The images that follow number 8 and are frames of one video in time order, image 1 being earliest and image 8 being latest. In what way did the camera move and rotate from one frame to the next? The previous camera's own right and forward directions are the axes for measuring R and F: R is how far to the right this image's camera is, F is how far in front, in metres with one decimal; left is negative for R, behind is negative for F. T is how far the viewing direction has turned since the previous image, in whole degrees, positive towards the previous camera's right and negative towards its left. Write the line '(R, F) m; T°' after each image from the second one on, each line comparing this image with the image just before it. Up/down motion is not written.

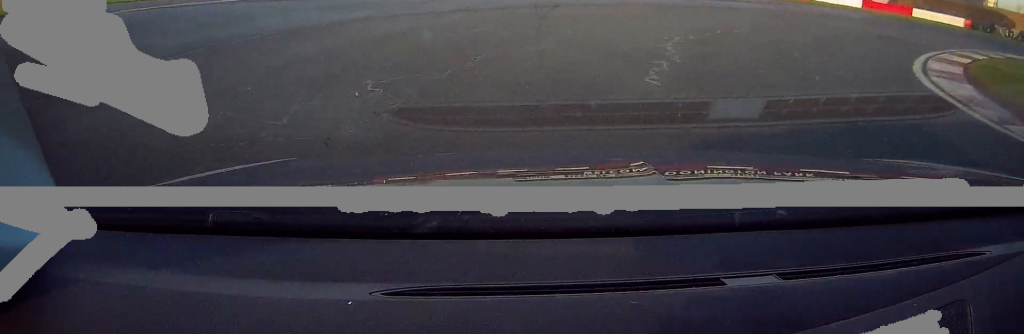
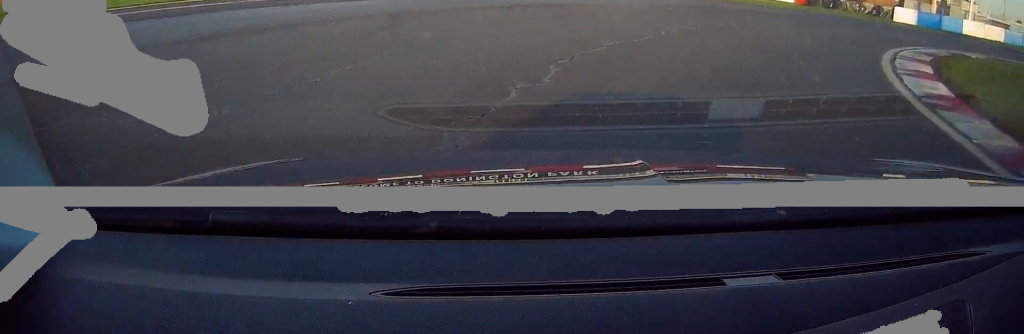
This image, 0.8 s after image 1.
(+1.0, +8.1) m; +18°
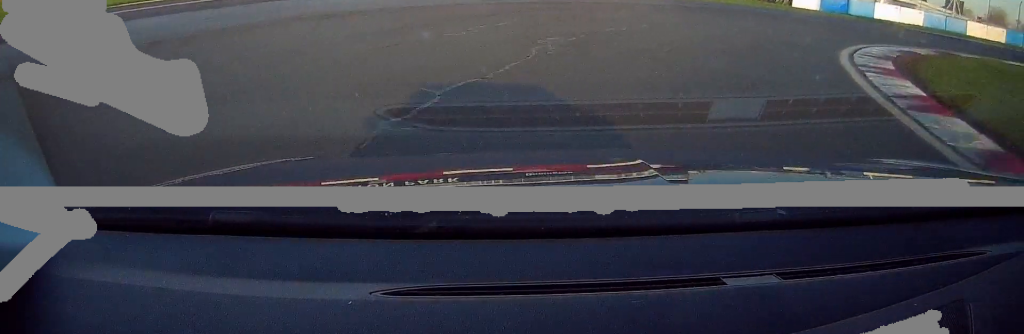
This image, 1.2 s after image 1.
(+0.7, +4.2) m; +12°
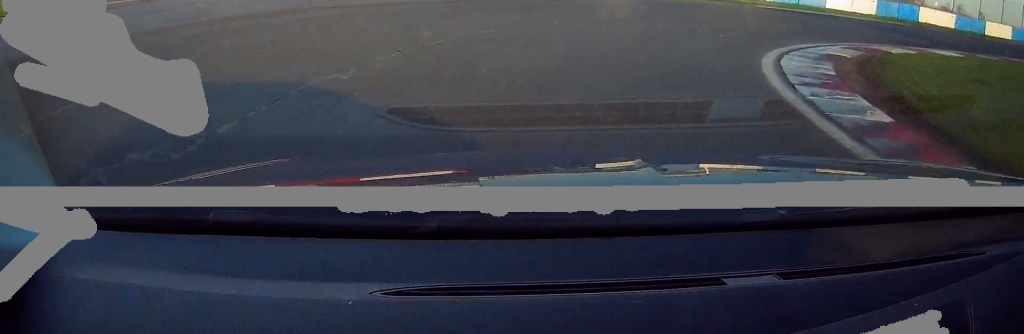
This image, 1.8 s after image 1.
(+0.8, +6.6) m; +19°
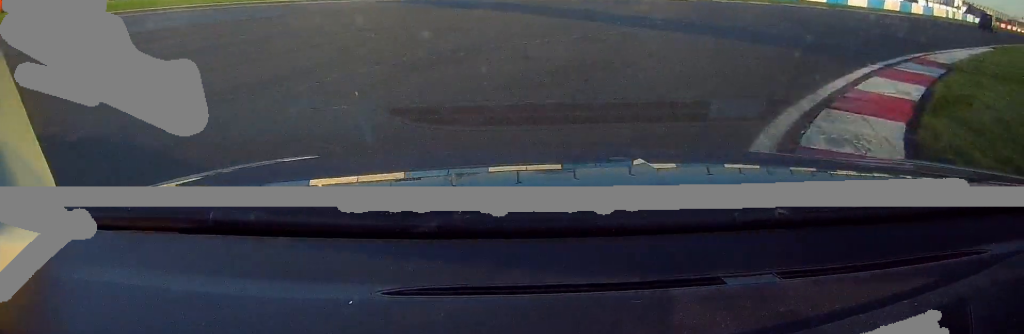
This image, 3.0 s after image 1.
(+4.1, +11.9) m; +33°
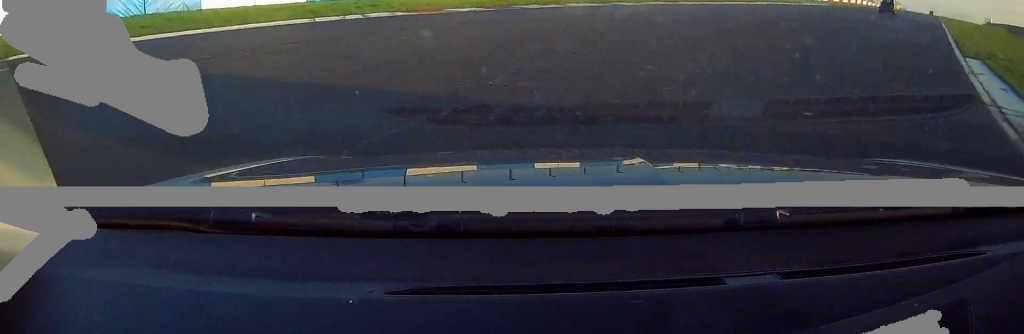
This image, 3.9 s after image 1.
(+1.6, +9.2) m; +18°
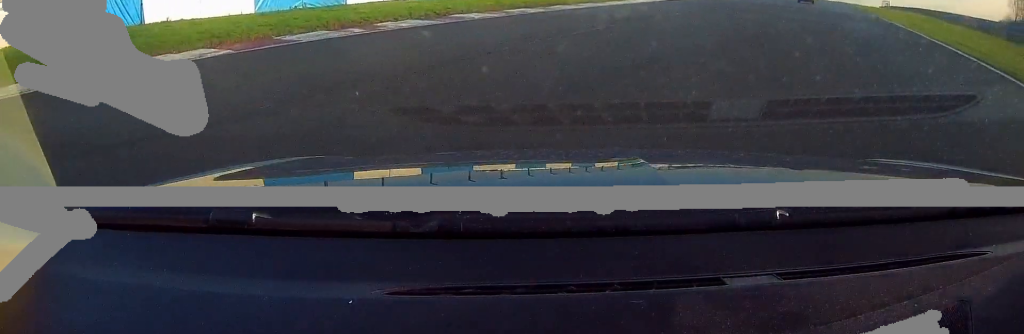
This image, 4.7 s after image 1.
(+0.9, +9.4) m; +13°
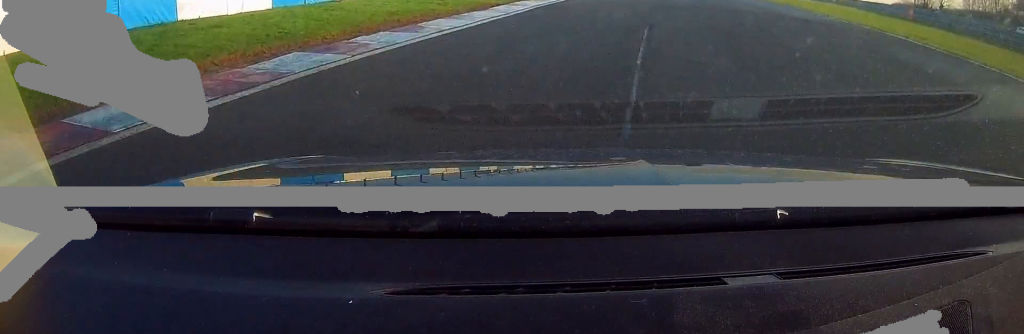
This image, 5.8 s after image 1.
(+2.2, +15.1) m; +14°
